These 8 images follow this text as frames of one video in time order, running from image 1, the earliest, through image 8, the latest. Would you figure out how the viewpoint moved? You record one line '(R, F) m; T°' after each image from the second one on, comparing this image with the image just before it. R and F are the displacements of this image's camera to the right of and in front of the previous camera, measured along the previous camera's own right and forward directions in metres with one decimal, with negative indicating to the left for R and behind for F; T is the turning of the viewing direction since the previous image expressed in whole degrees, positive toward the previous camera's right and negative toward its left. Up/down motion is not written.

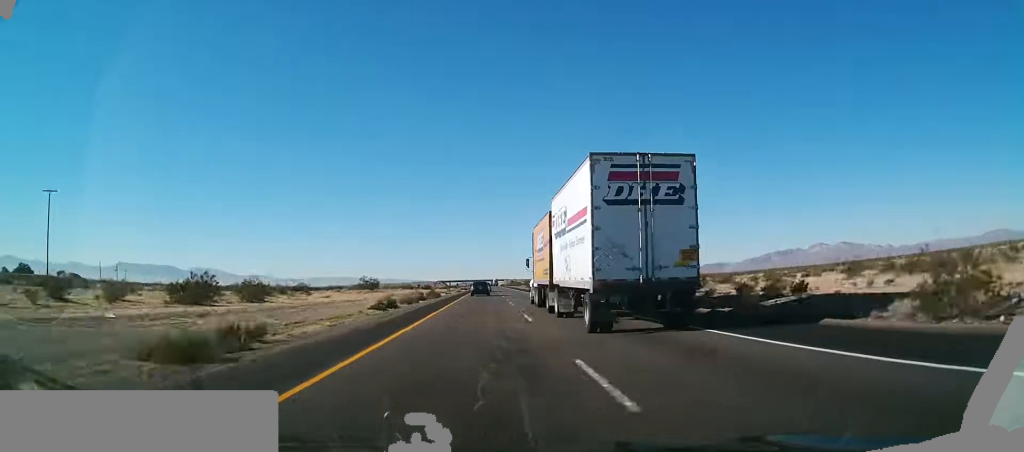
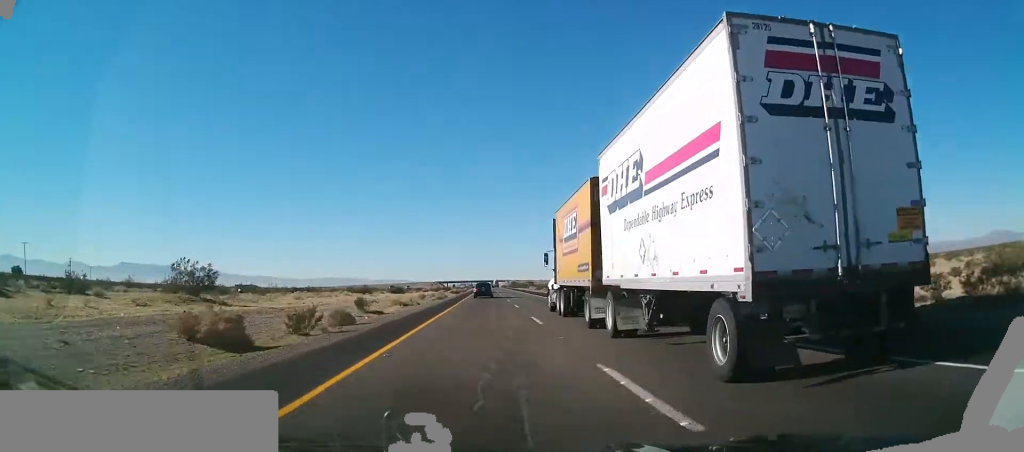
(-0.3, +44.9) m; 0°
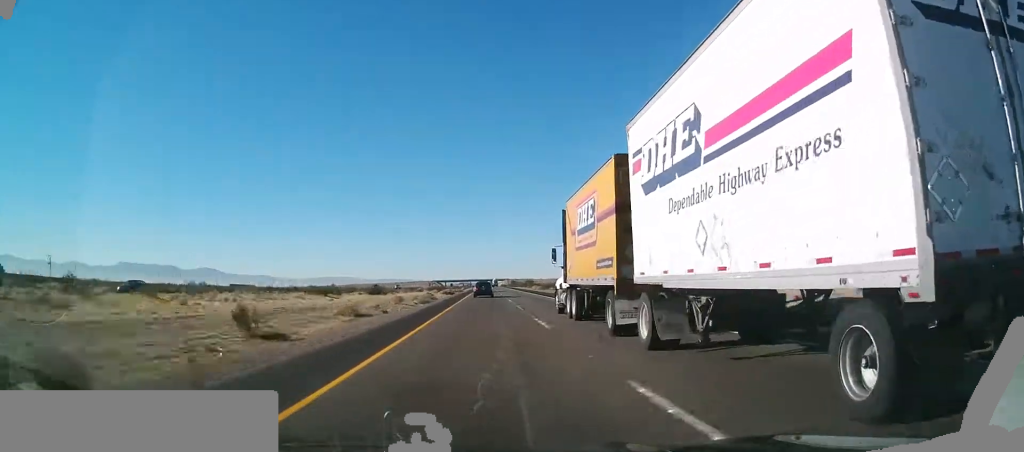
(0.0, +16.4) m; 0°
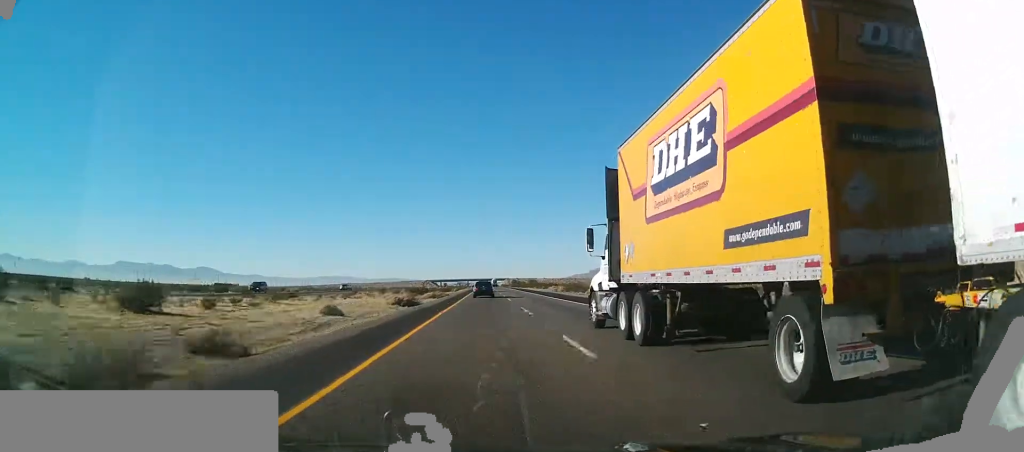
(+0.4, +51.5) m; +1°
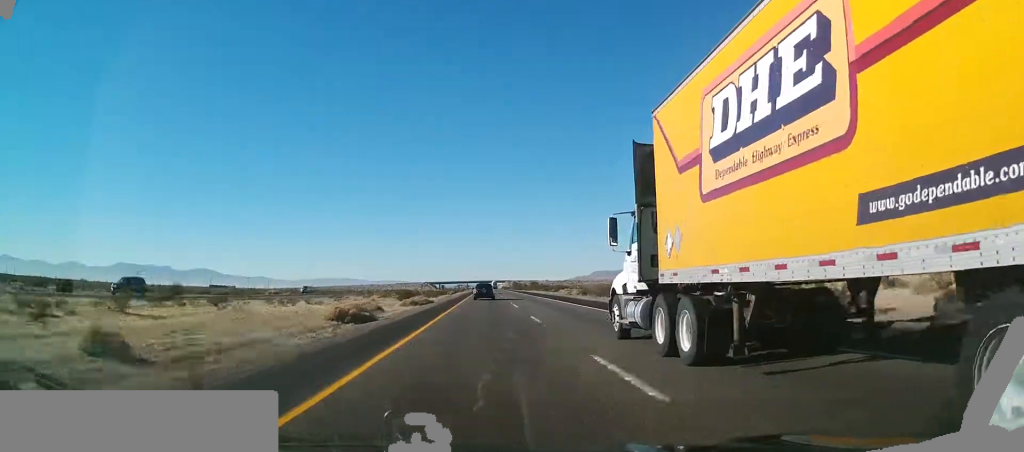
(+0.3, +18.6) m; 0°
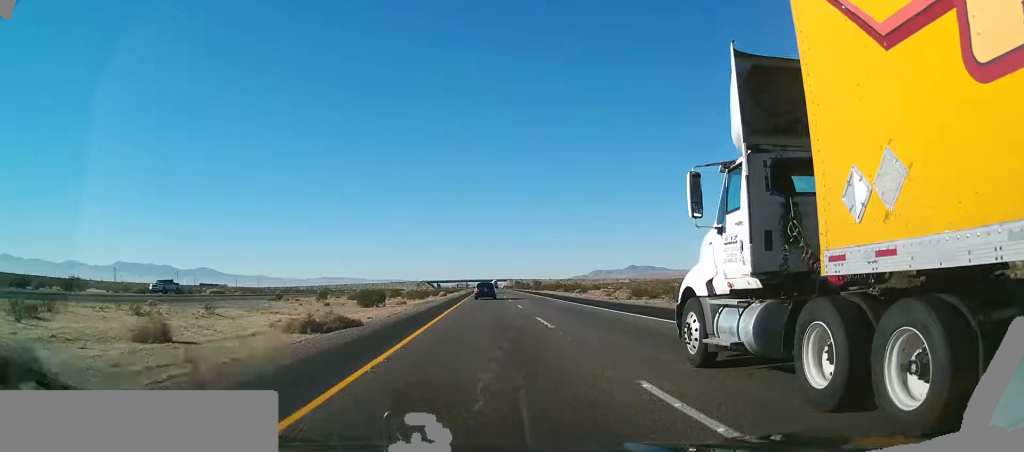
(-0.1, +32.4) m; 0°
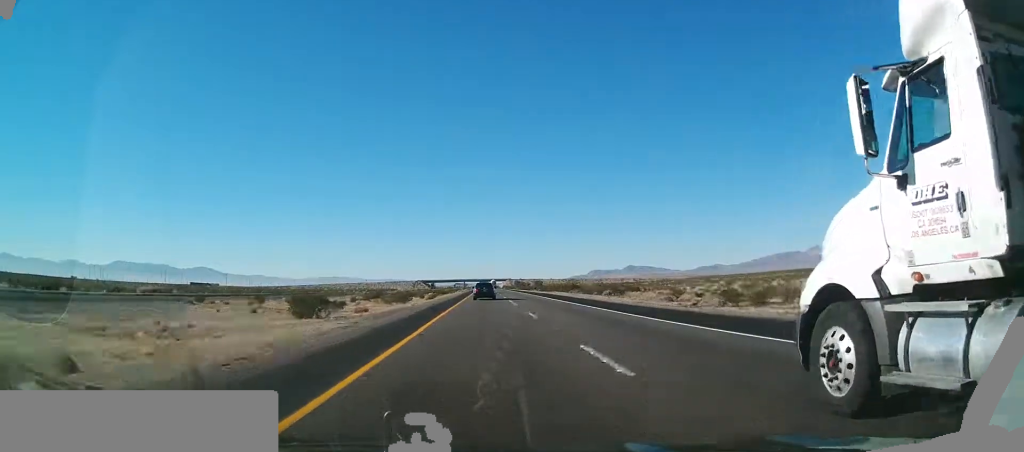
(-0.1, +24.2) m; 0°
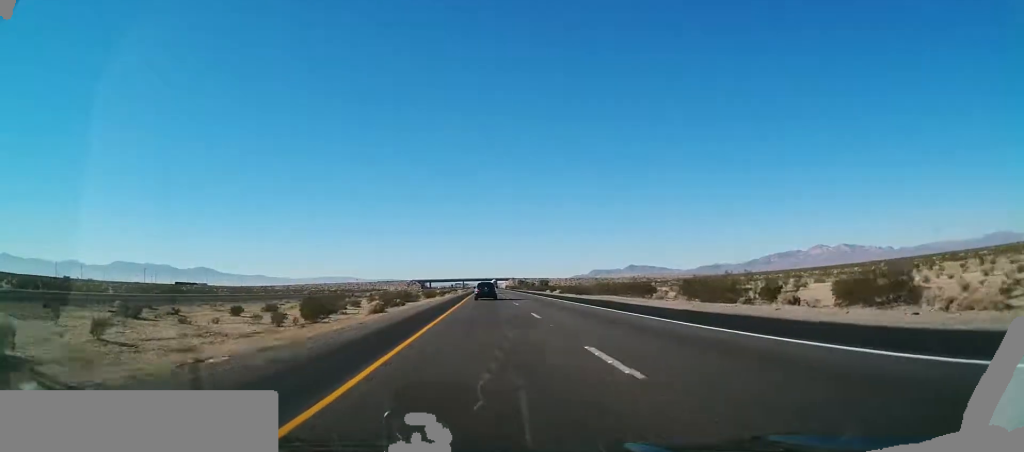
(-0.1, +43.7) m; -1°
